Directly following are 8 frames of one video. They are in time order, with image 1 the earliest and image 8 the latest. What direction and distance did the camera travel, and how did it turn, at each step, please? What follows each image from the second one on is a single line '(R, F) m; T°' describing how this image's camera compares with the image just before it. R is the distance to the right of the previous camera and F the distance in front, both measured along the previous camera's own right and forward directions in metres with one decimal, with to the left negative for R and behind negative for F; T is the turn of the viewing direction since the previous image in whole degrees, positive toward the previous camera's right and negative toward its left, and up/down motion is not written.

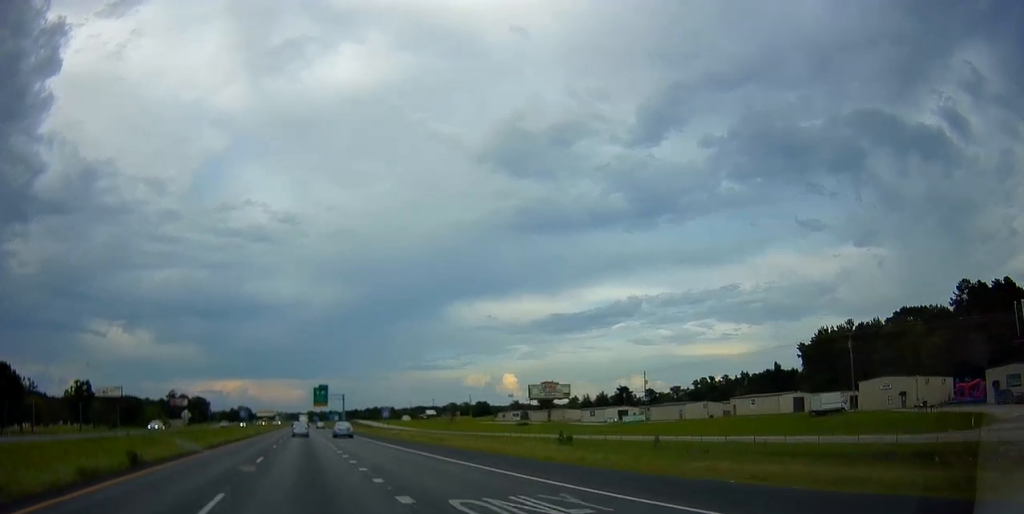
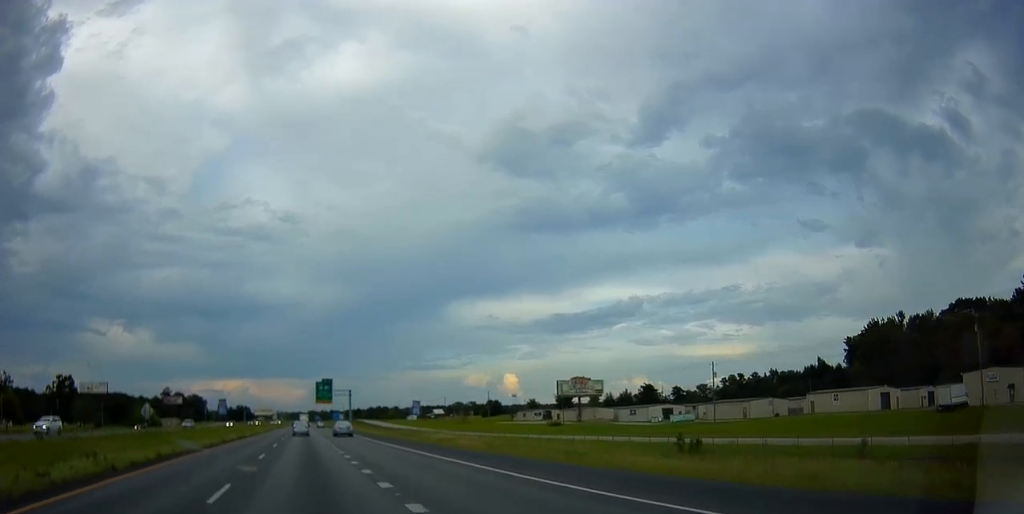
(0.0, +22.8) m; 0°
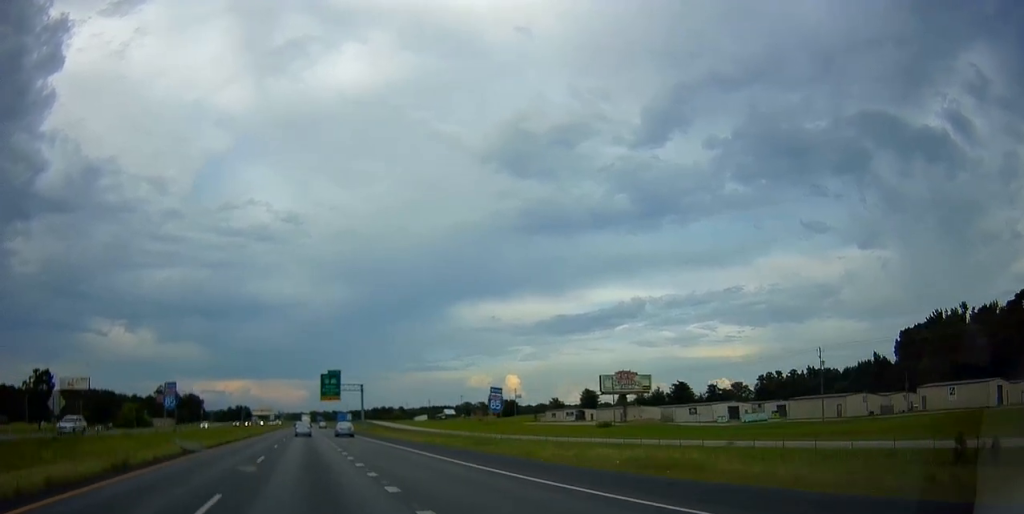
(0.0, +25.9) m; 0°
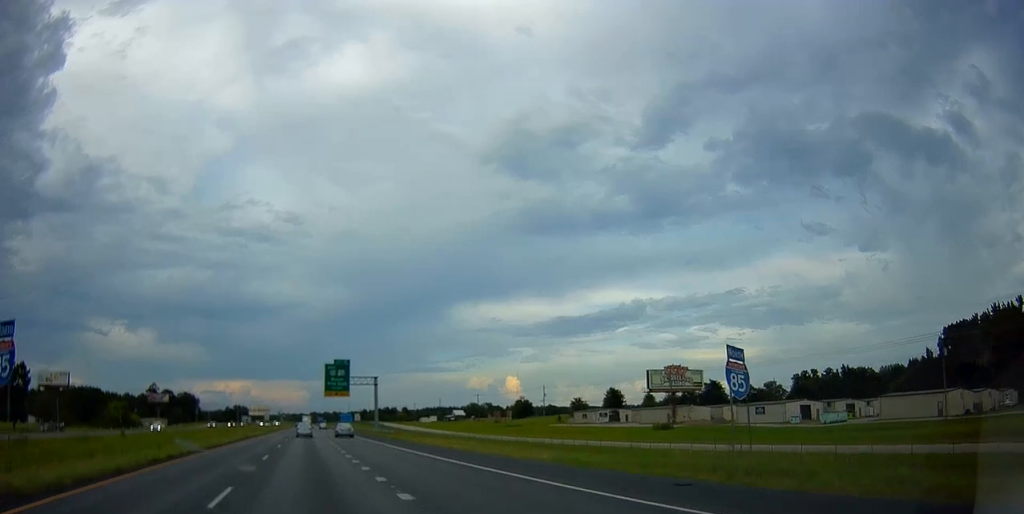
(0.0, +22.9) m; 0°
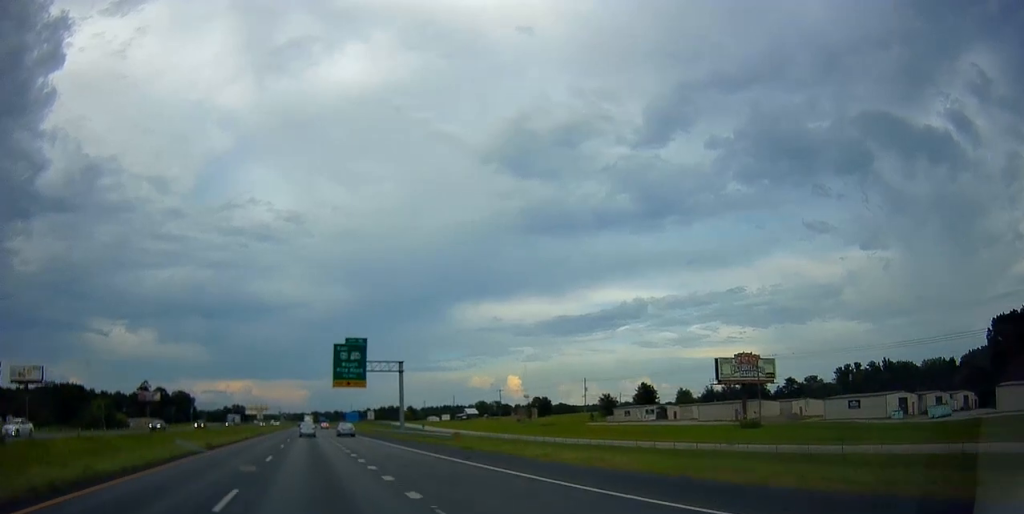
(+0.1, +24.9) m; 0°
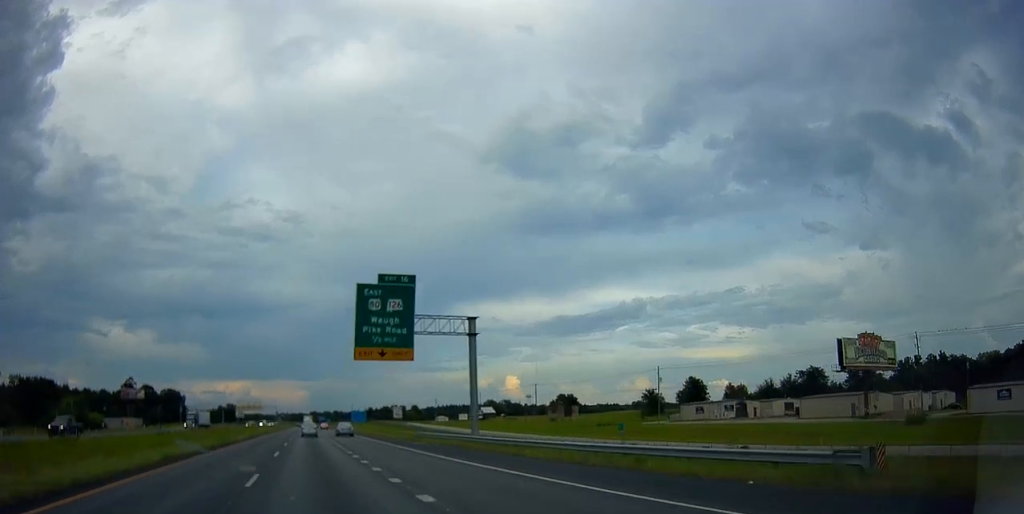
(0.0, +32.2) m; 0°
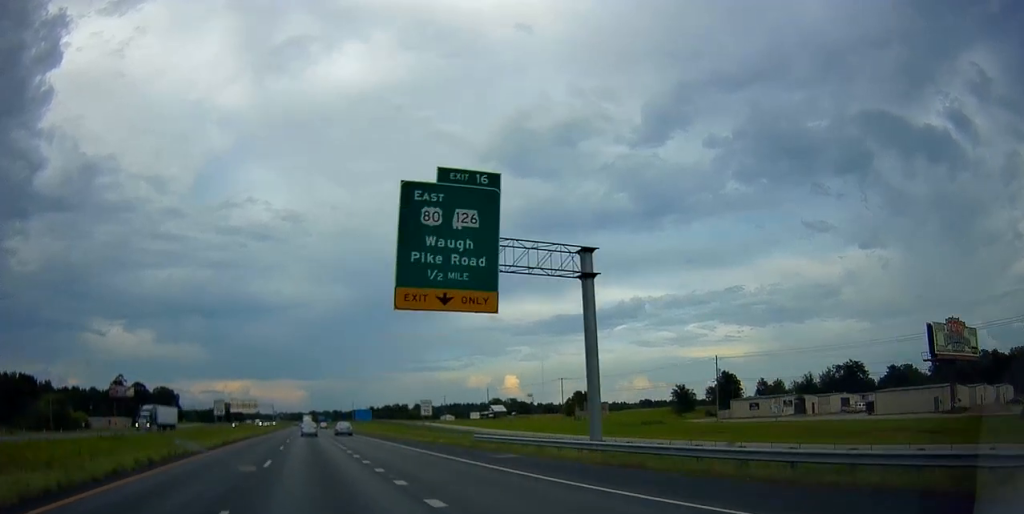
(0.0, +18.8) m; 0°
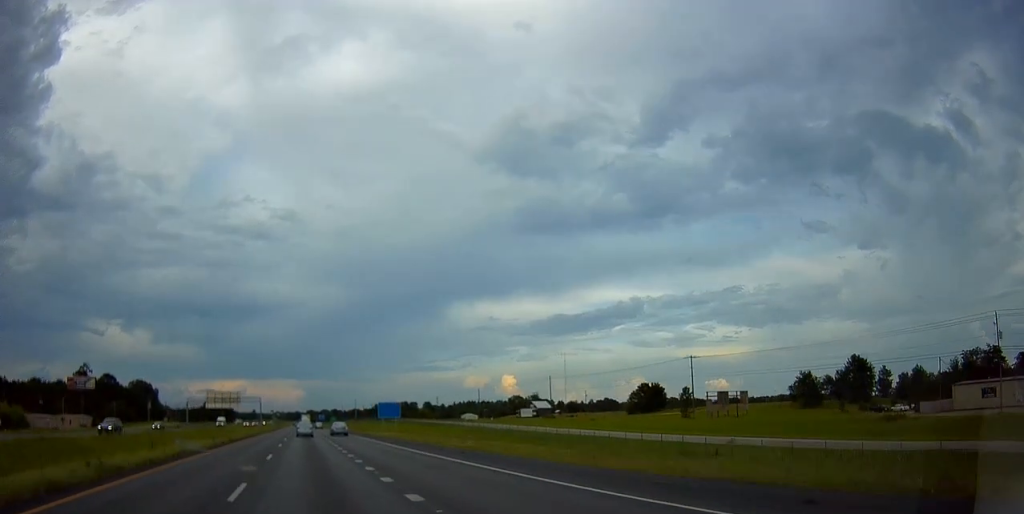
(0.0, +56.5) m; 0°
